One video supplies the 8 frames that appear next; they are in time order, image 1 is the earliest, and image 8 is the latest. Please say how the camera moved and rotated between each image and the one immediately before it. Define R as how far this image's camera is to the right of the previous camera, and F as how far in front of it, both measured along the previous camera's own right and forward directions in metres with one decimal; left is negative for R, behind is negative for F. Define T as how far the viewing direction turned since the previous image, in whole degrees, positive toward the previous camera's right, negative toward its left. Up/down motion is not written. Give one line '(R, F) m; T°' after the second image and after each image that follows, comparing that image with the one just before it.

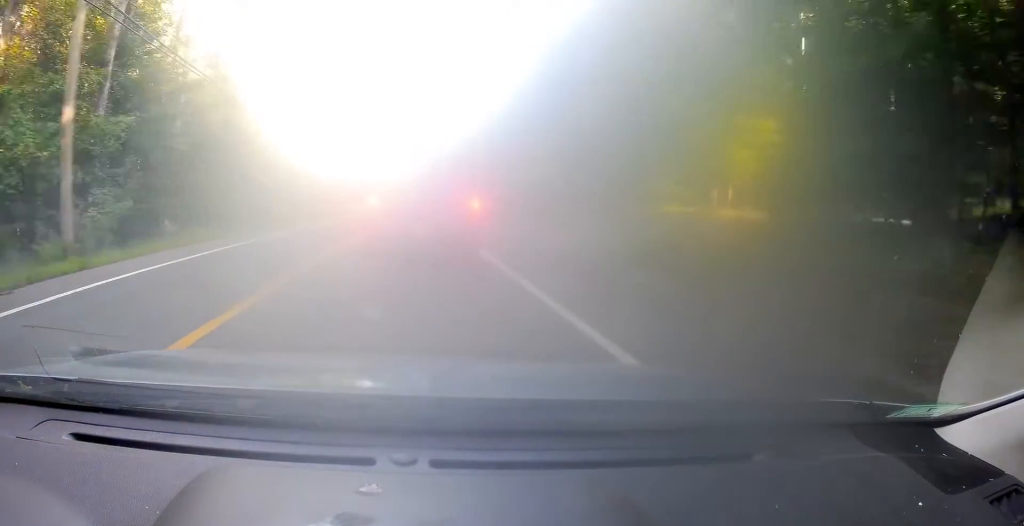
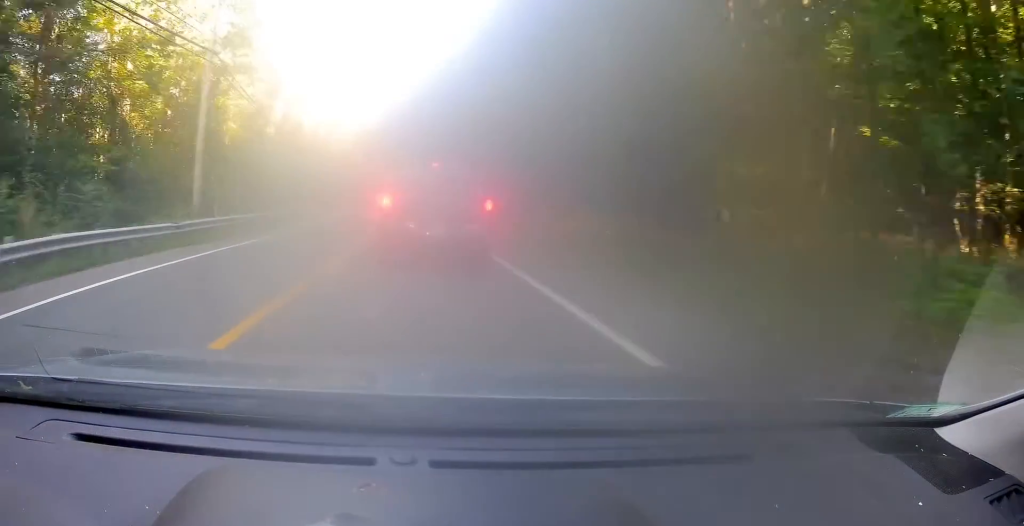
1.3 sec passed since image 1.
(-0.1, +27.1) m; 0°
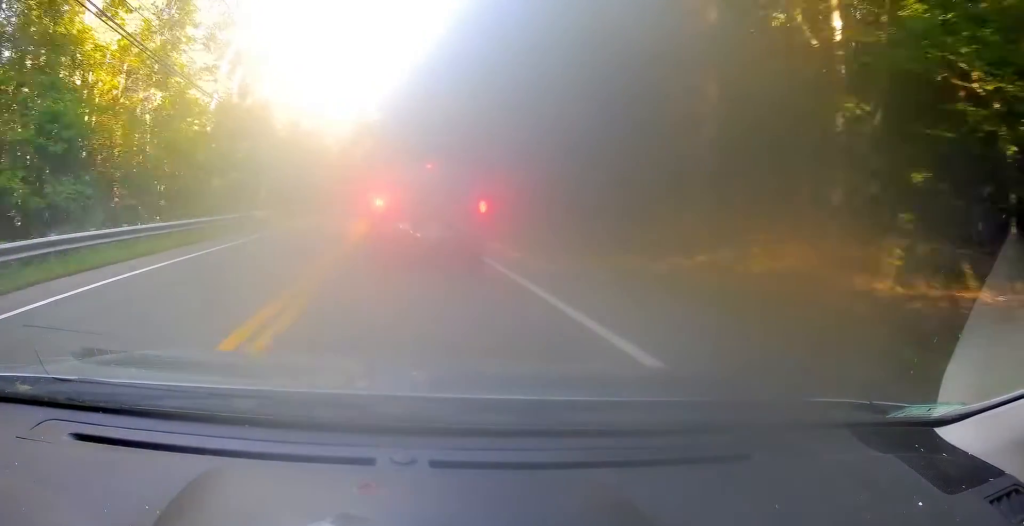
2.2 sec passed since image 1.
(0.0, +17.7) m; -1°
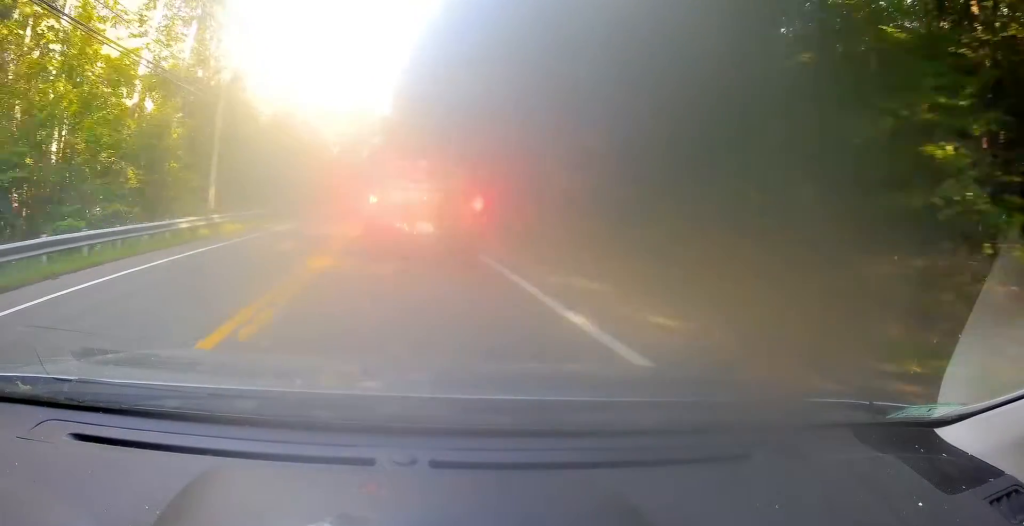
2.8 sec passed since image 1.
(-0.2, +10.9) m; -2°
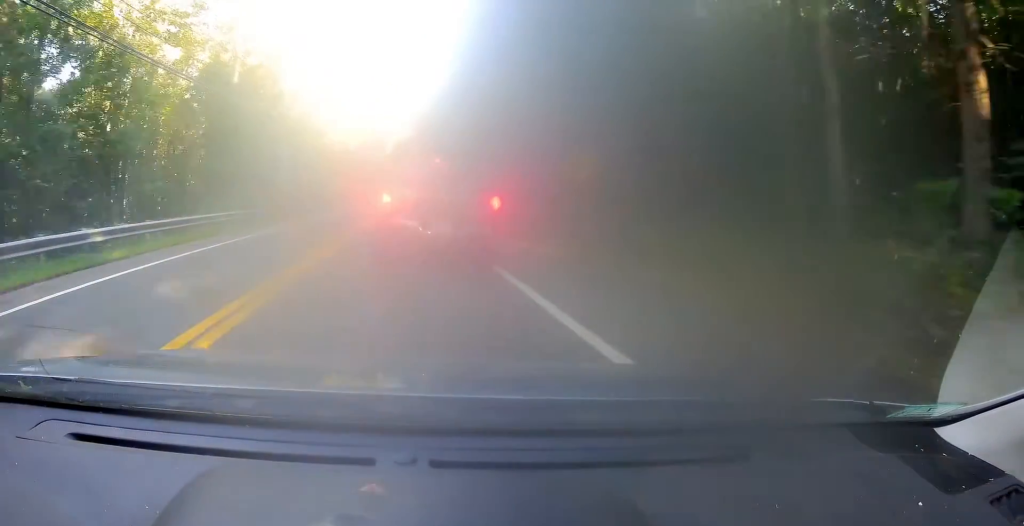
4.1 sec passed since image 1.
(-0.9, +25.0) m; -1°
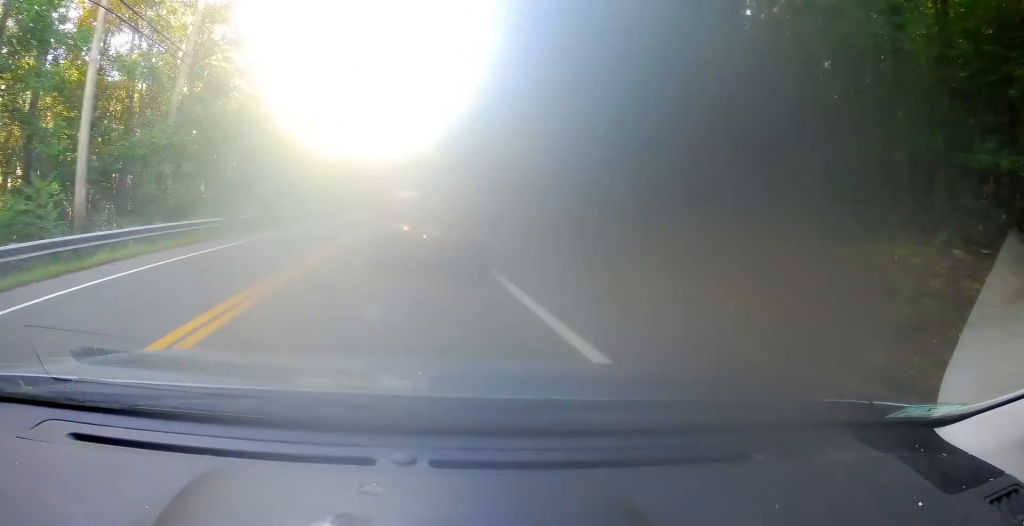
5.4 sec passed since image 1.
(+0.3, +23.7) m; -2°
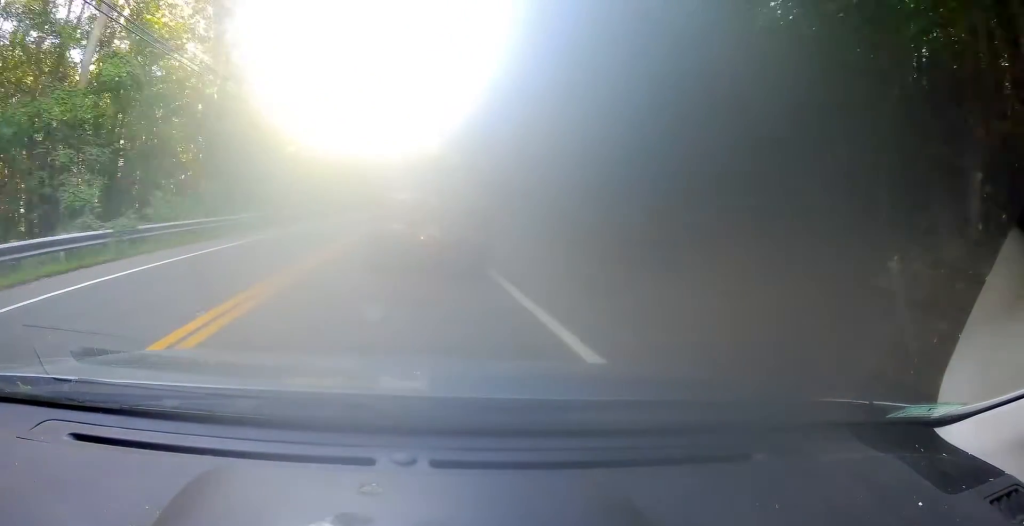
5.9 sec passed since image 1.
(-0.6, +9.3) m; 0°
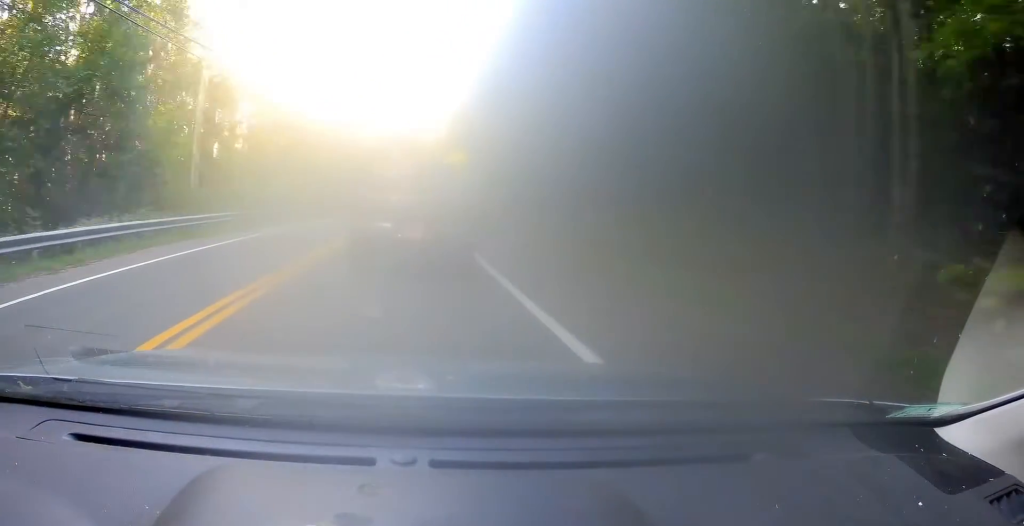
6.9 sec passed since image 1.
(+0.4, +19.8) m; +1°
